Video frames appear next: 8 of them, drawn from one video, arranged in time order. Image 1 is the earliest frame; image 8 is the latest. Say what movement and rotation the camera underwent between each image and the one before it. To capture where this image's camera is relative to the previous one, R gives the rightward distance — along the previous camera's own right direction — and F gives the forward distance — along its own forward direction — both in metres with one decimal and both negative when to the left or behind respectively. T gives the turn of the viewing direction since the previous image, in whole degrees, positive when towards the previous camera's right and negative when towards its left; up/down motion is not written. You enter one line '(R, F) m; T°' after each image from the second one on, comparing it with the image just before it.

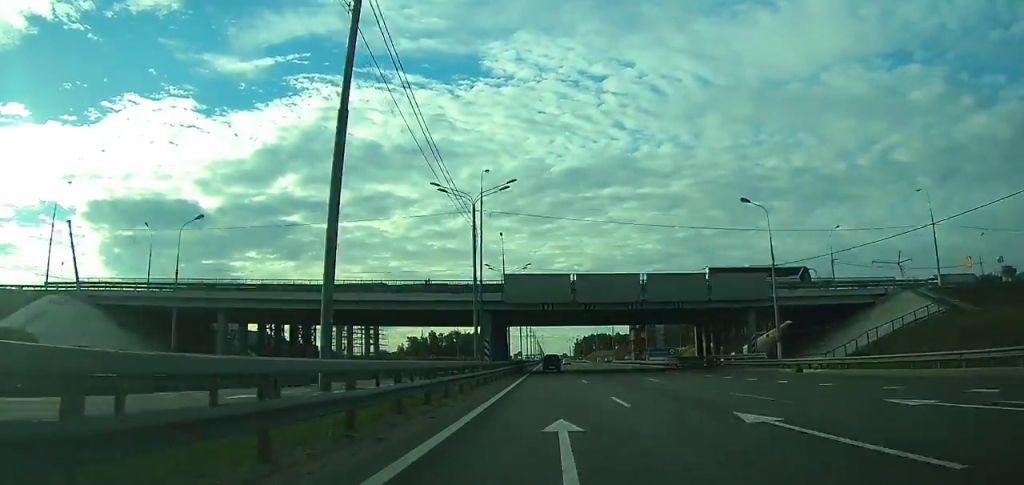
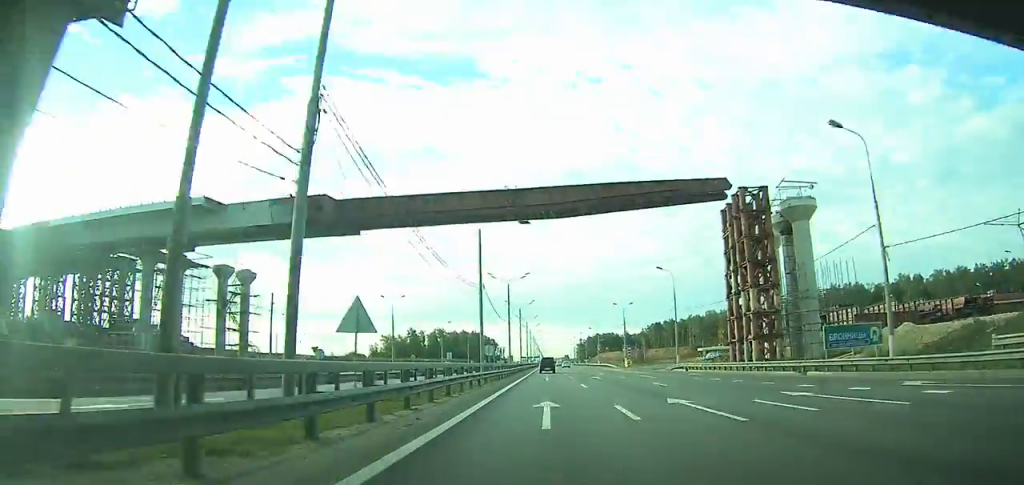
(+0.3, +69.0) m; 0°
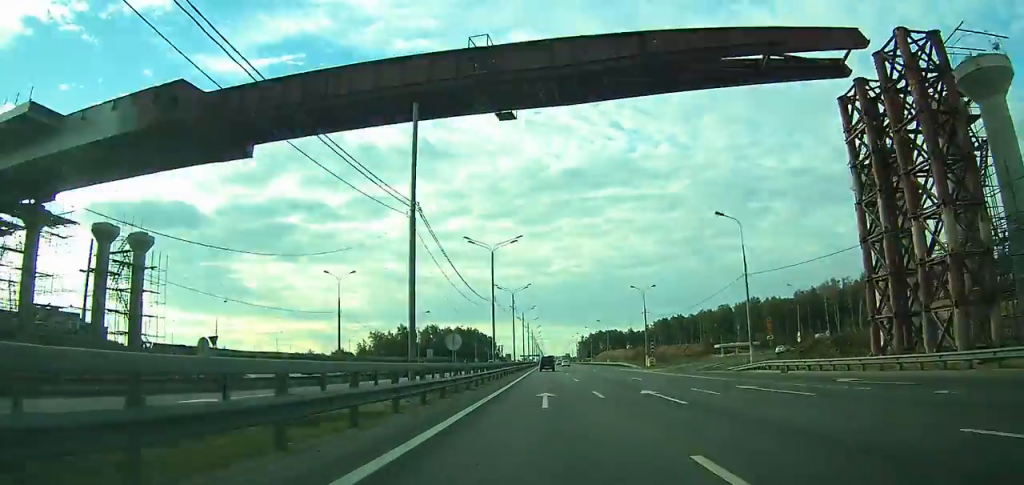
(0.0, +24.5) m; 0°
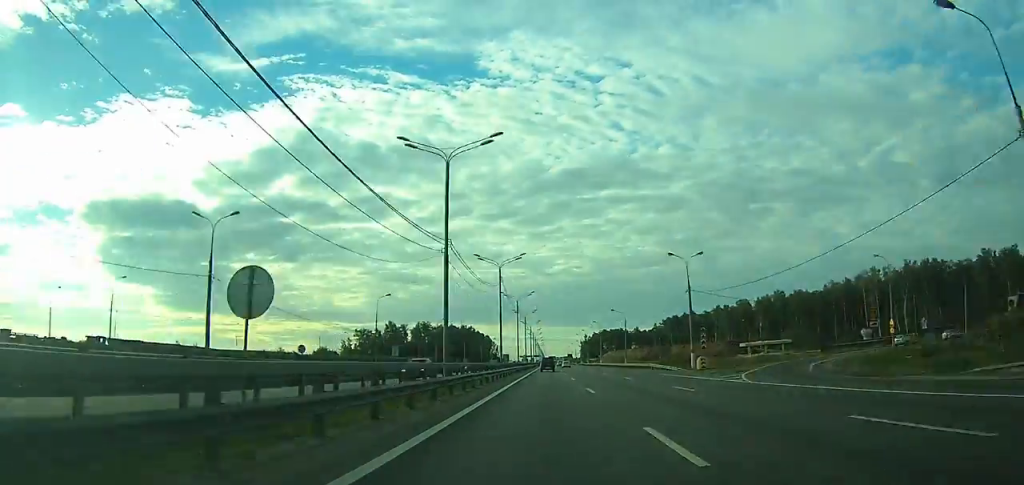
(-0.1, +27.8) m; 0°
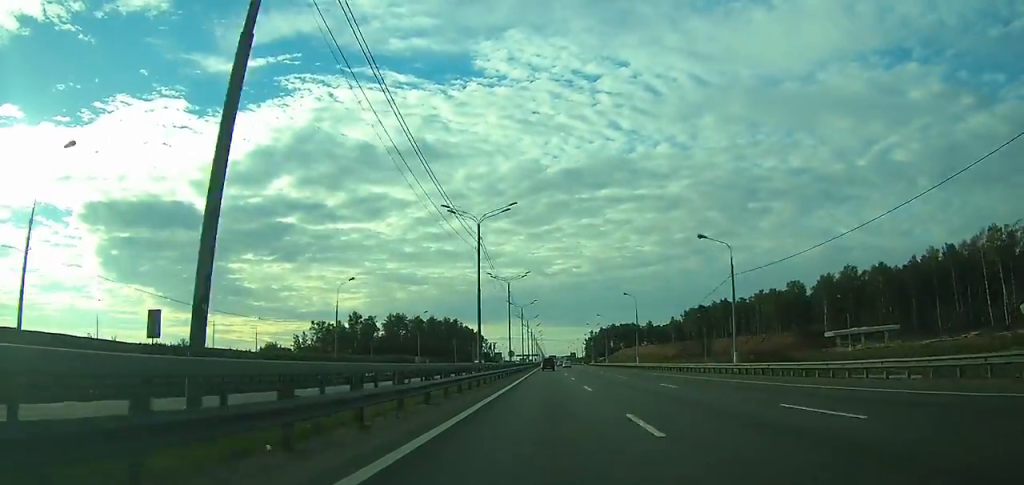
(-0.1, +56.4) m; 0°
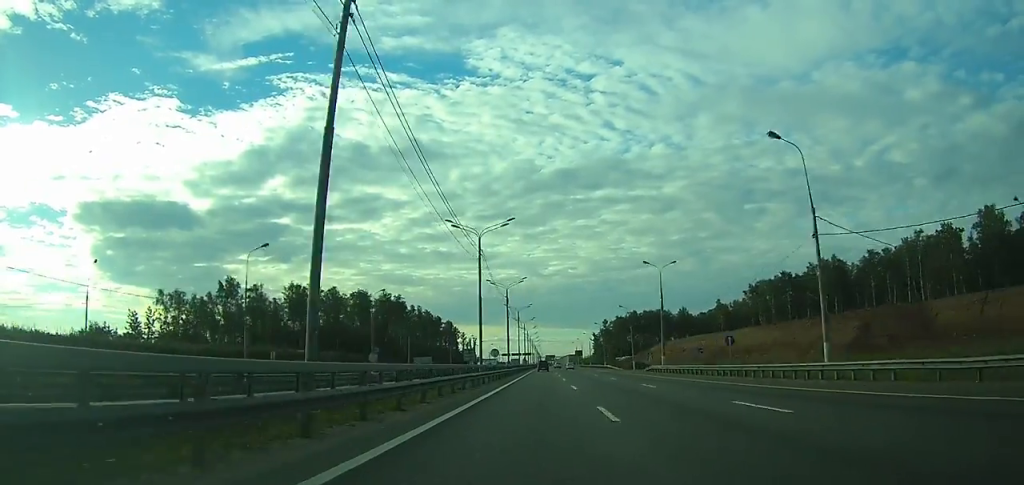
(+0.1, +109.4) m; 0°
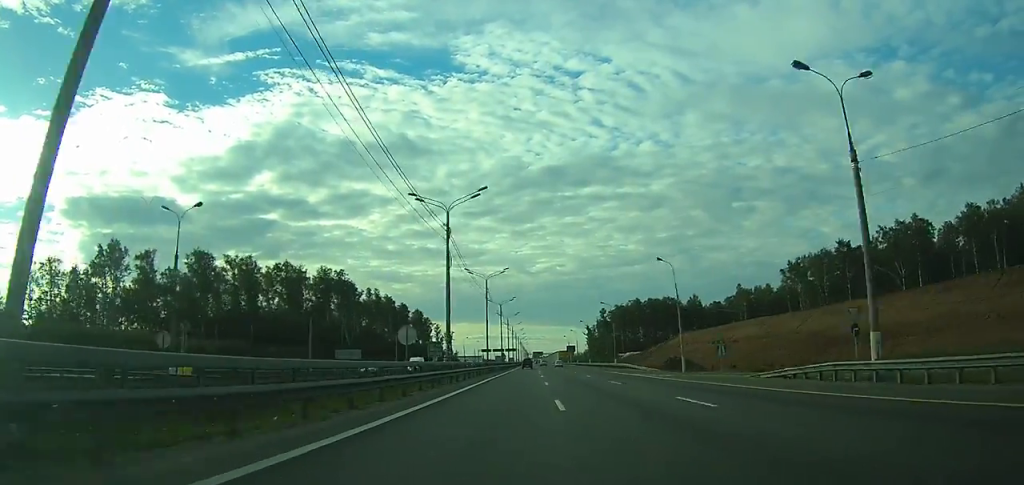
(+0.2, +50.2) m; 0°
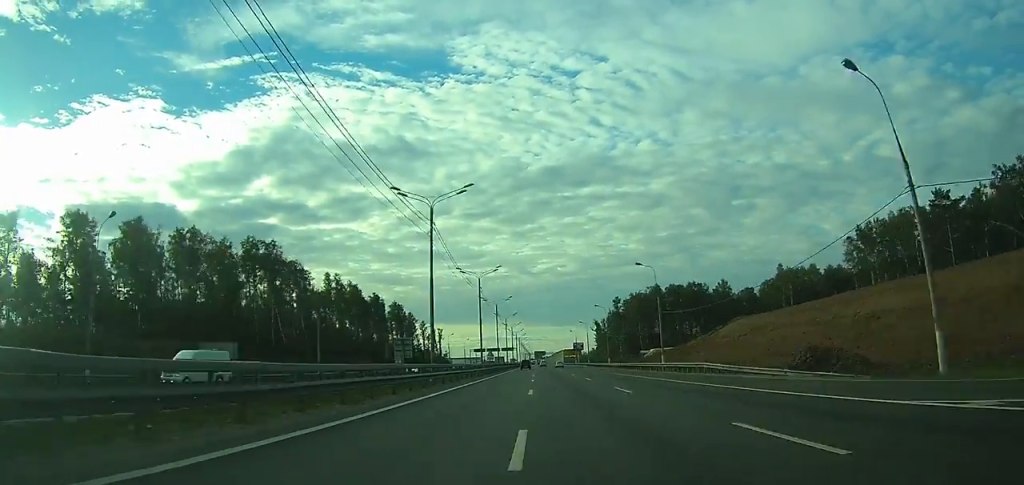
(+0.1, +43.9) m; 0°
